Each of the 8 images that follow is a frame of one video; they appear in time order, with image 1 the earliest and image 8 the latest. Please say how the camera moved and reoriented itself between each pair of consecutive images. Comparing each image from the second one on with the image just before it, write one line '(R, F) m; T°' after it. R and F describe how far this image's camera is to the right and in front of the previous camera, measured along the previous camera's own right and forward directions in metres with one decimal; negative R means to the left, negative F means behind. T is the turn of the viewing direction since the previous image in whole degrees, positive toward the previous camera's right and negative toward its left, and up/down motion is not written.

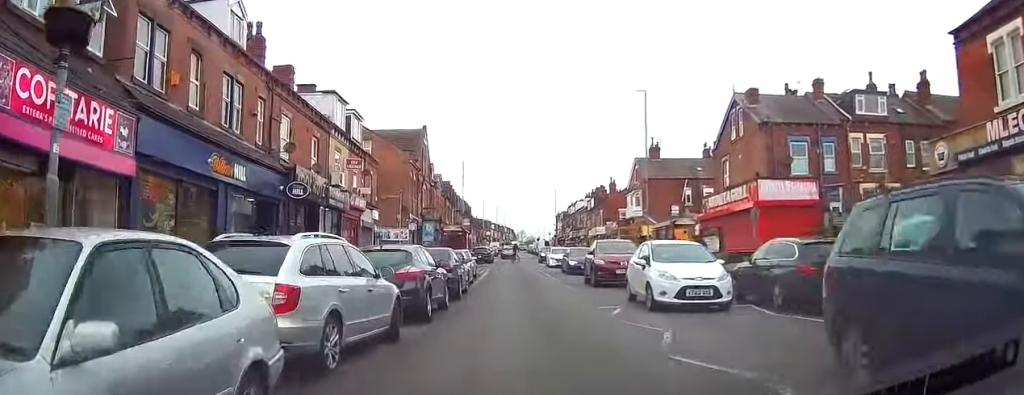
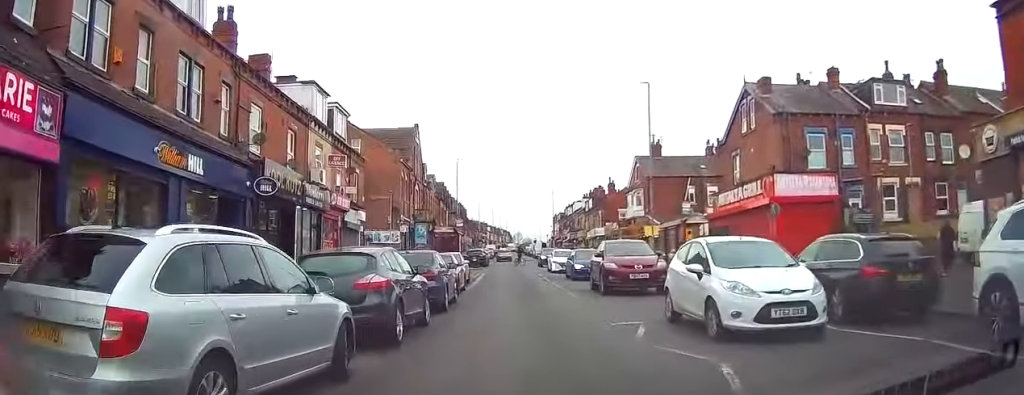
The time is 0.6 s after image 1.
(0.0, +2.7) m; 0°
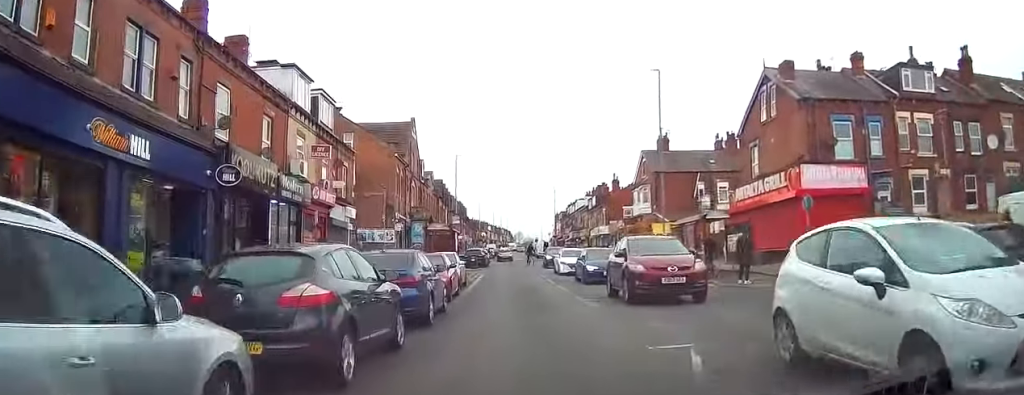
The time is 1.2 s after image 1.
(0.0, +3.1) m; -4°
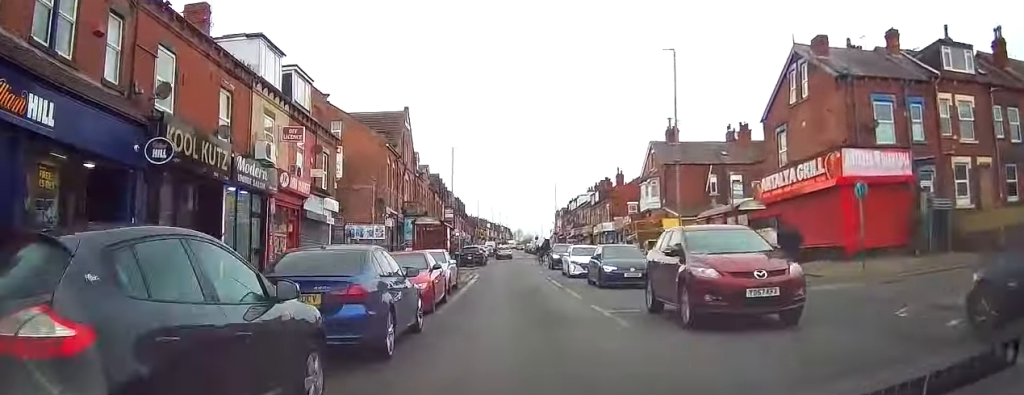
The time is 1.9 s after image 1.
(-0.1, +3.8) m; -2°
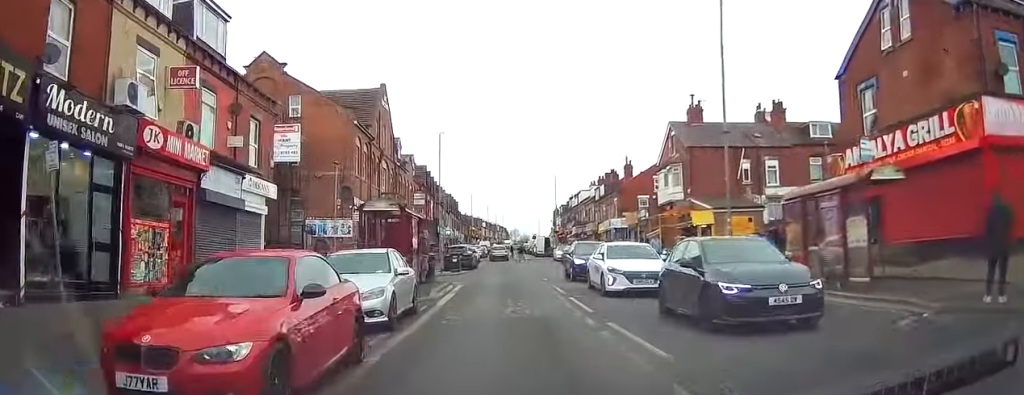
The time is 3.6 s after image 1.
(+0.2, +9.2) m; +3°
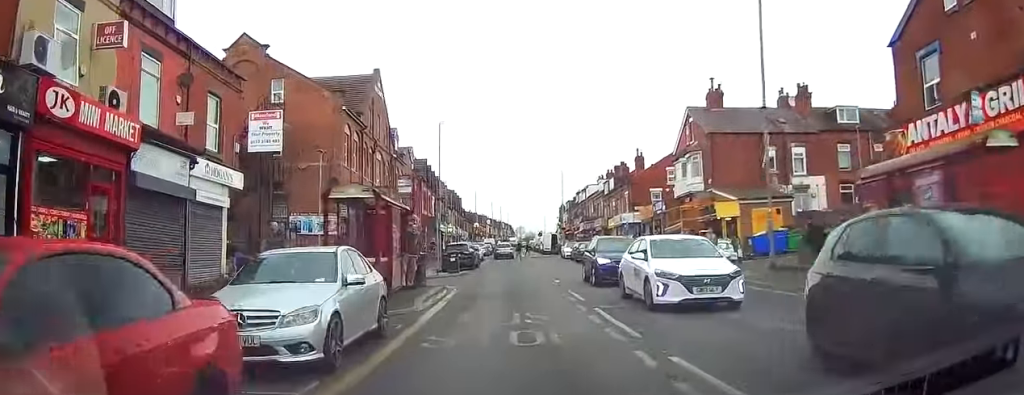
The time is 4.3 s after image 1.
(-0.2, +4.1) m; 0°
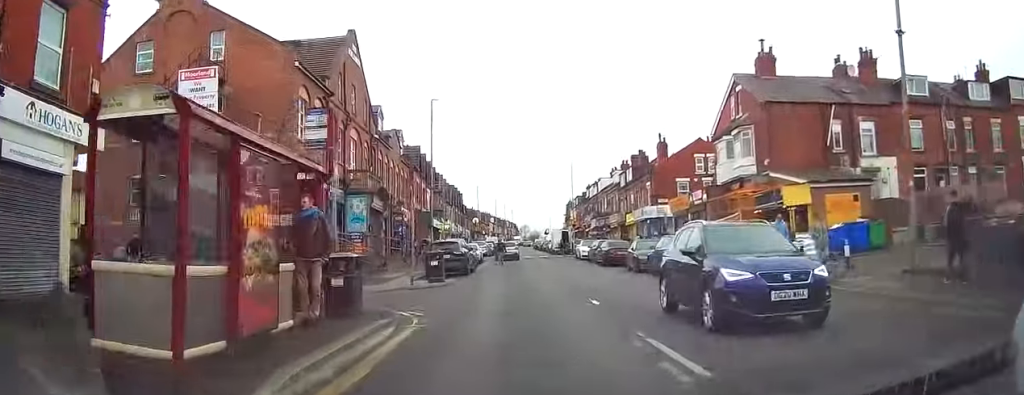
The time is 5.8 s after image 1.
(+0.1, +9.6) m; 0°
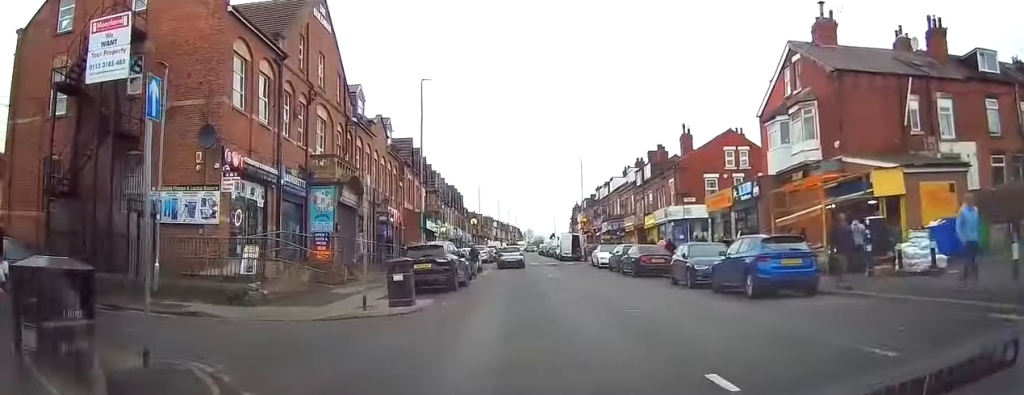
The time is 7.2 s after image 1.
(0.0, +8.2) m; 0°
